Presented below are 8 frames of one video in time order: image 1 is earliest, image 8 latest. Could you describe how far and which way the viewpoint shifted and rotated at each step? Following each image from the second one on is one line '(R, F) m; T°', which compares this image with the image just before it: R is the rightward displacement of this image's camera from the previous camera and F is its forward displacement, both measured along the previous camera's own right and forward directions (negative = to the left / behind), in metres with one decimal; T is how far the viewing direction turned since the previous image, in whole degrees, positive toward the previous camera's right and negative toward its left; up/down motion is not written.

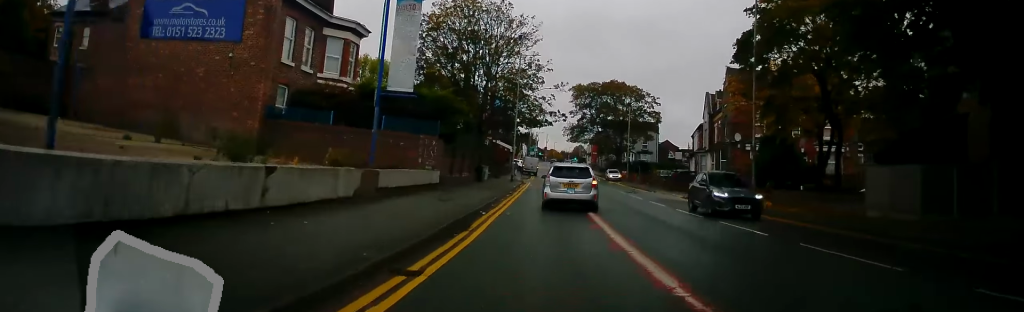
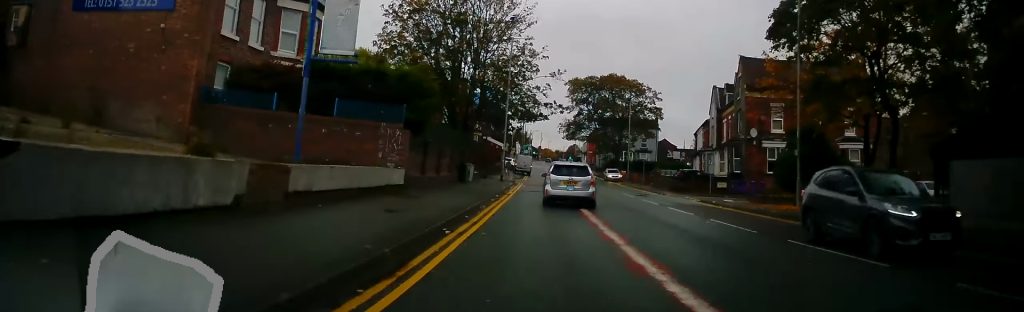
(0.0, +5.7) m; 0°
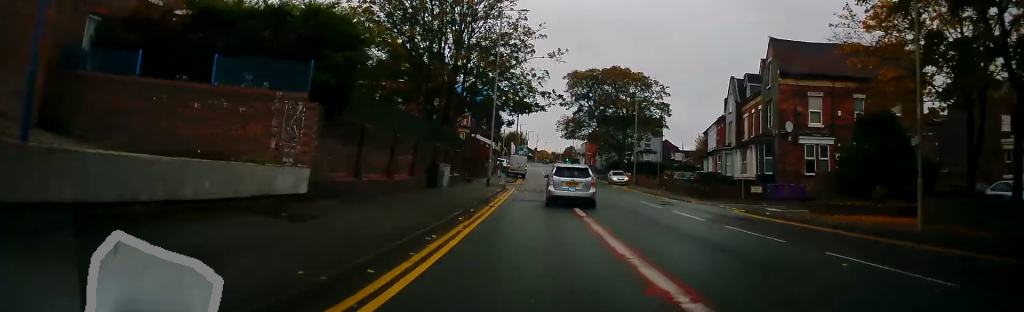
(0.0, +8.1) m; 0°
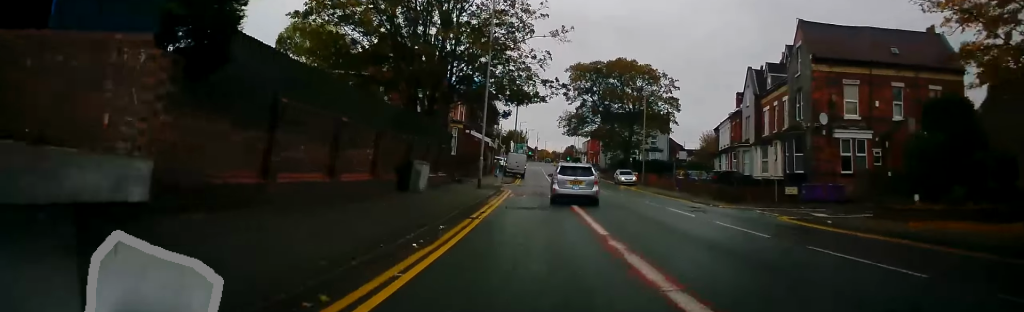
(0.0, +5.3) m; 0°
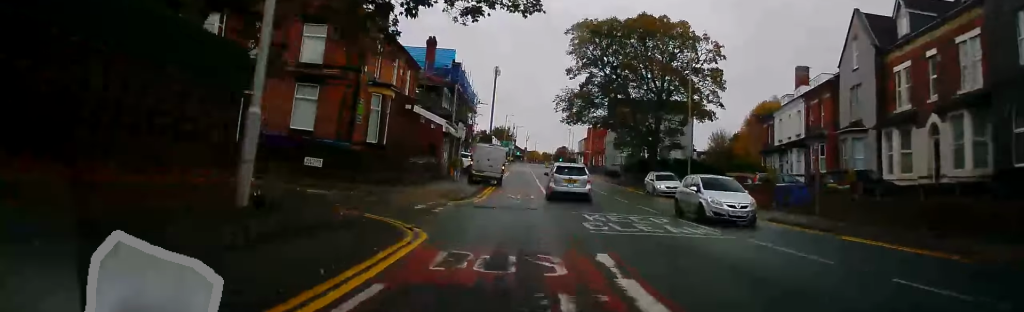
(+0.3, +22.5) m; +3°
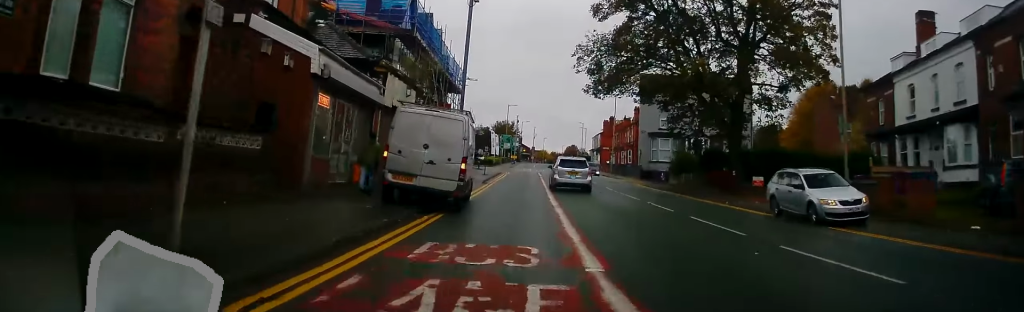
(-0.1, +20.7) m; -1°
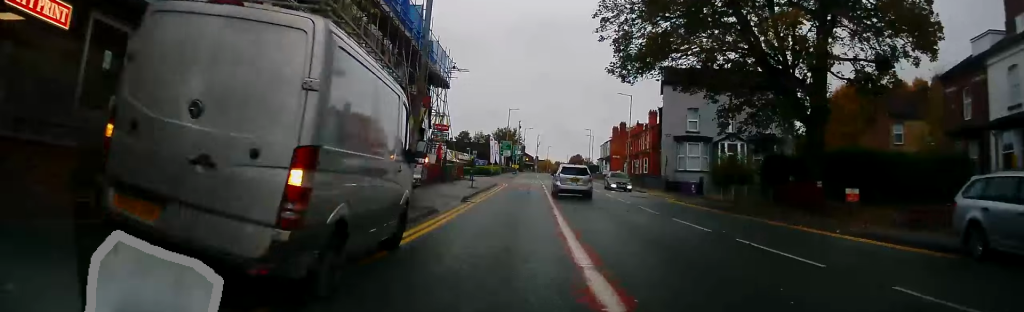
(+0.2, +9.6) m; -1°
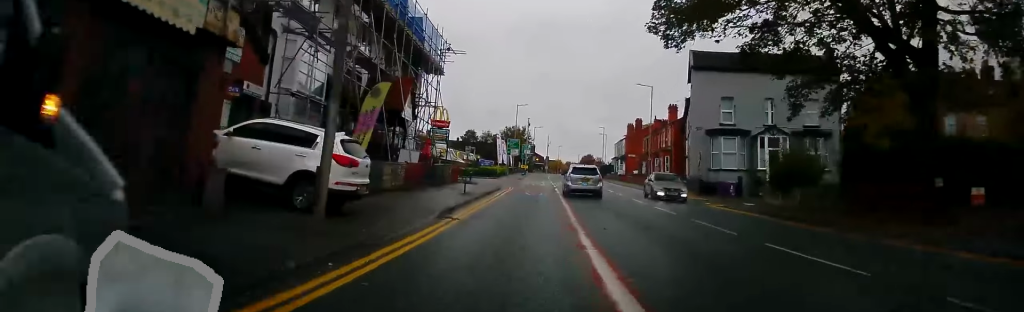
(-0.2, +7.1) m; -1°
